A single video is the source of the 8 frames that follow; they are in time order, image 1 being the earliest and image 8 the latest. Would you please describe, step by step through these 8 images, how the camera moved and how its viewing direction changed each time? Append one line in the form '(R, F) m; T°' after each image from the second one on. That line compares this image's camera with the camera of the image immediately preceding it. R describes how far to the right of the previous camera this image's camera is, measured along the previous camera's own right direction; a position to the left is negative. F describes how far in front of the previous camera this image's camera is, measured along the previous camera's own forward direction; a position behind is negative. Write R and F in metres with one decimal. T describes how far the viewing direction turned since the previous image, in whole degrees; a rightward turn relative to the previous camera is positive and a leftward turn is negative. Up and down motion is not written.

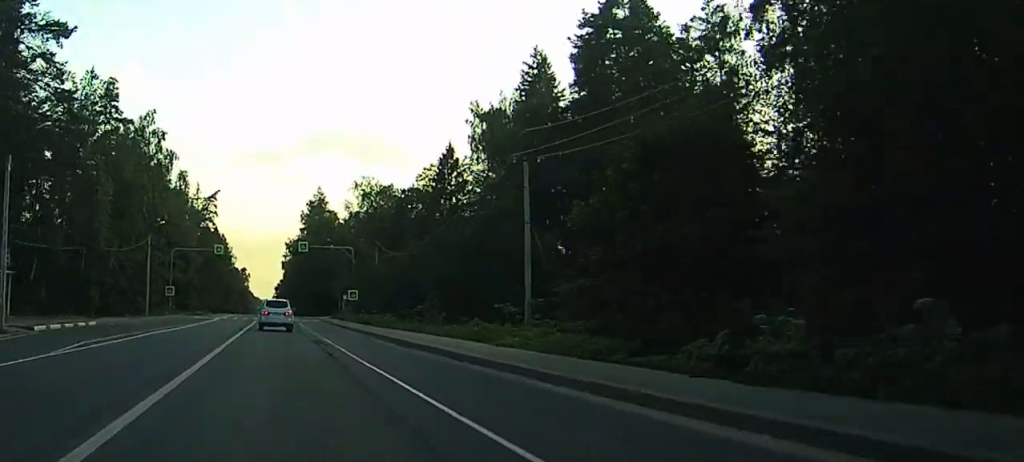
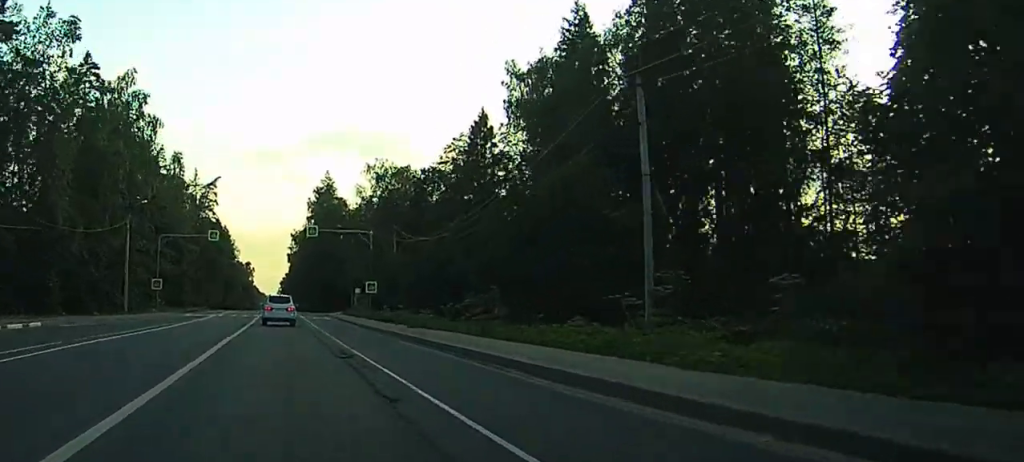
(-0.3, +13.1) m; 0°
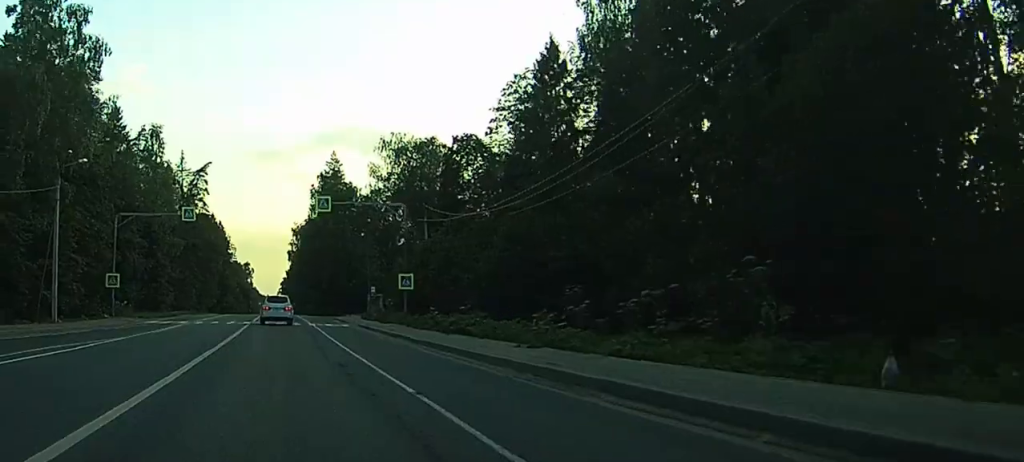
(+0.2, +20.7) m; 0°
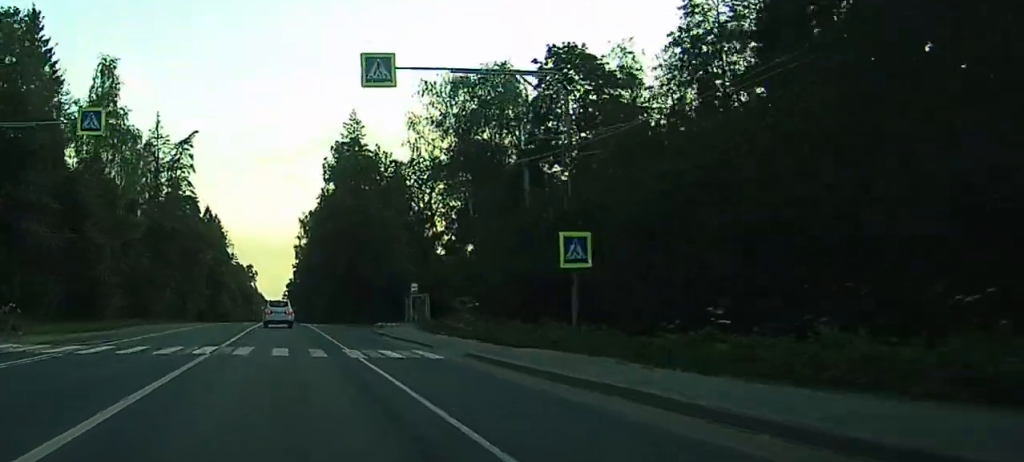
(-0.4, +30.8) m; 0°
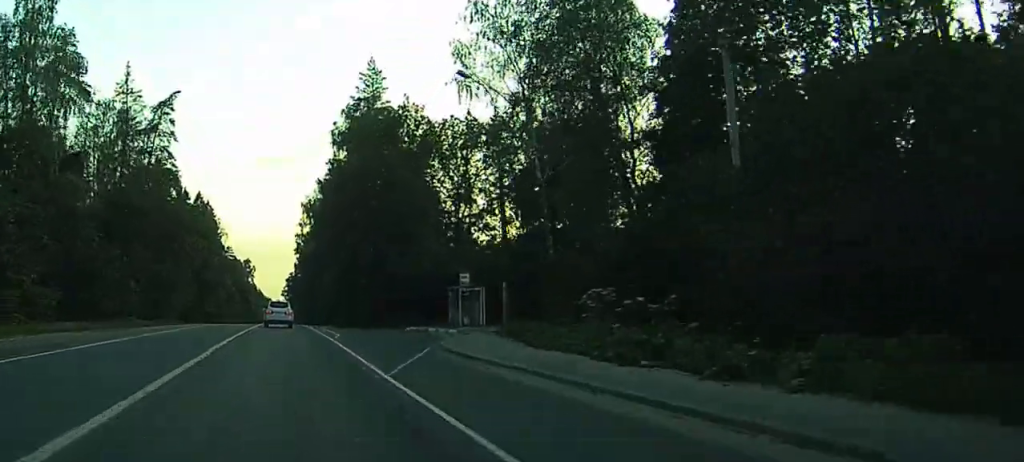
(+0.3, +21.3) m; +1°
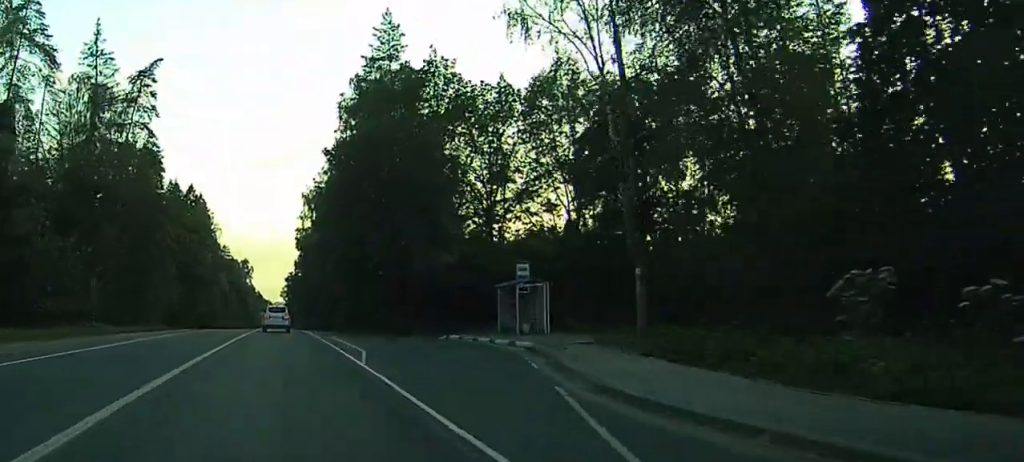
(+0.1, +13.8) m; -1°
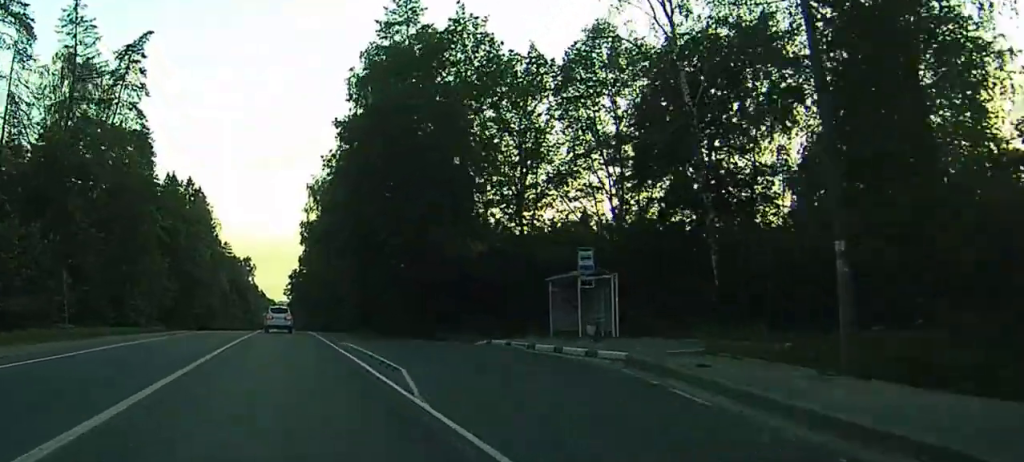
(-0.1, +8.5) m; 0°
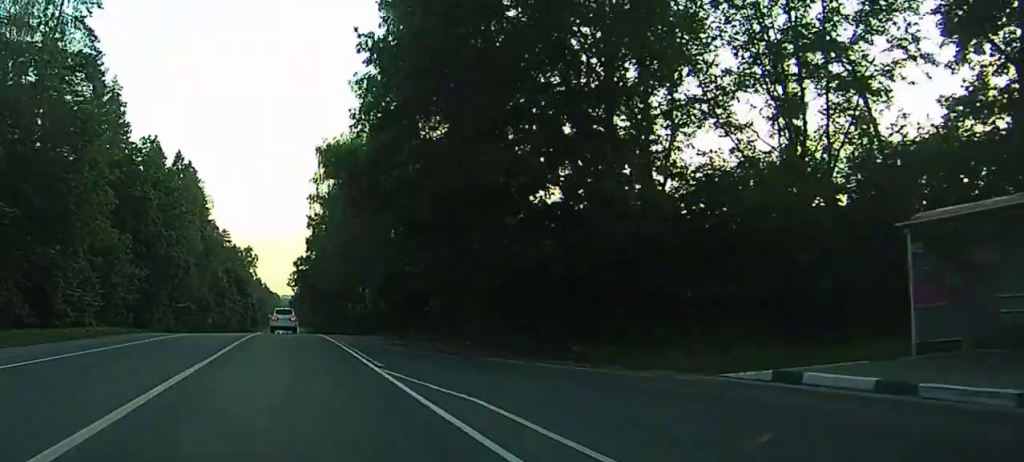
(0.0, +22.6) m; +2°
